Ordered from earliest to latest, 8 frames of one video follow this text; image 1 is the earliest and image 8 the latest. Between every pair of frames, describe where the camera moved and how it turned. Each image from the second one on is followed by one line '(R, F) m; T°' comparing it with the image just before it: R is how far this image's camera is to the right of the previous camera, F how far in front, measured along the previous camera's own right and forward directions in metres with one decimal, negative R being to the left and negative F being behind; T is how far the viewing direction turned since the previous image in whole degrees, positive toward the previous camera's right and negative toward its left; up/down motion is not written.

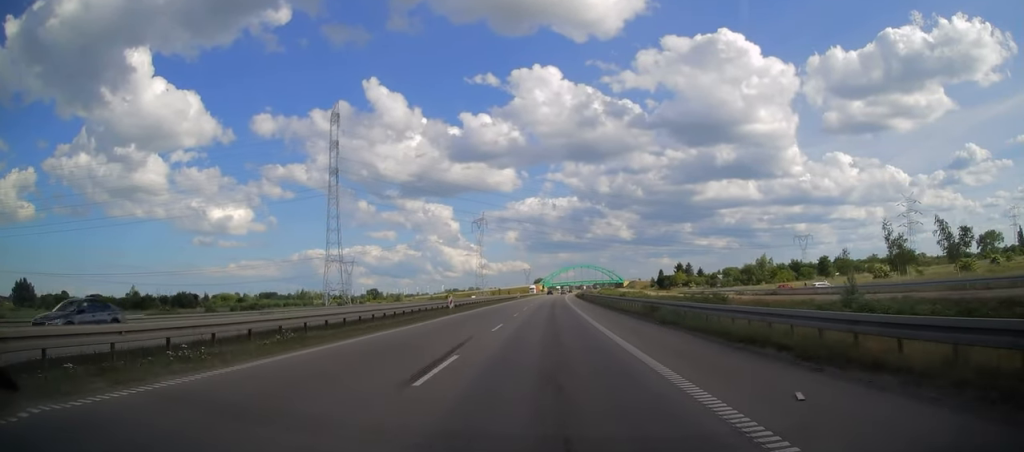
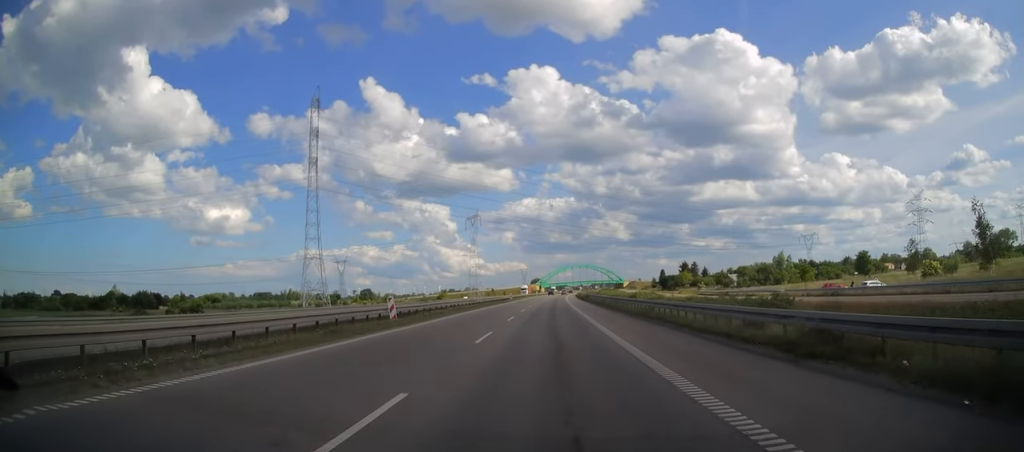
(0.0, +16.9) m; 0°
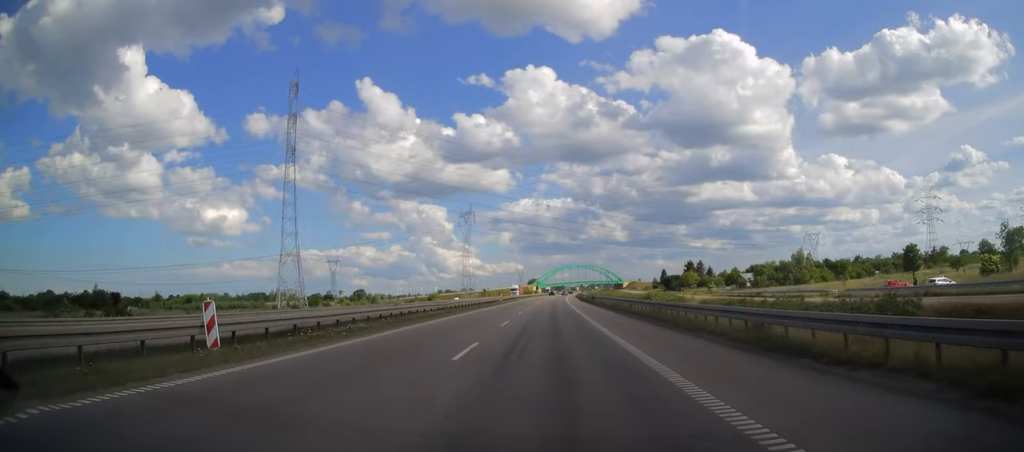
(+0.1, +16.0) m; 0°
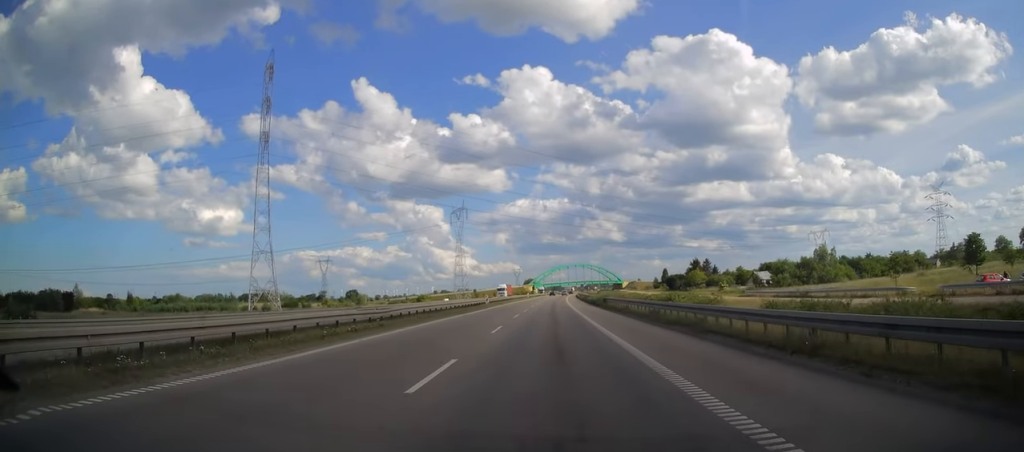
(0.0, +16.0) m; 0°
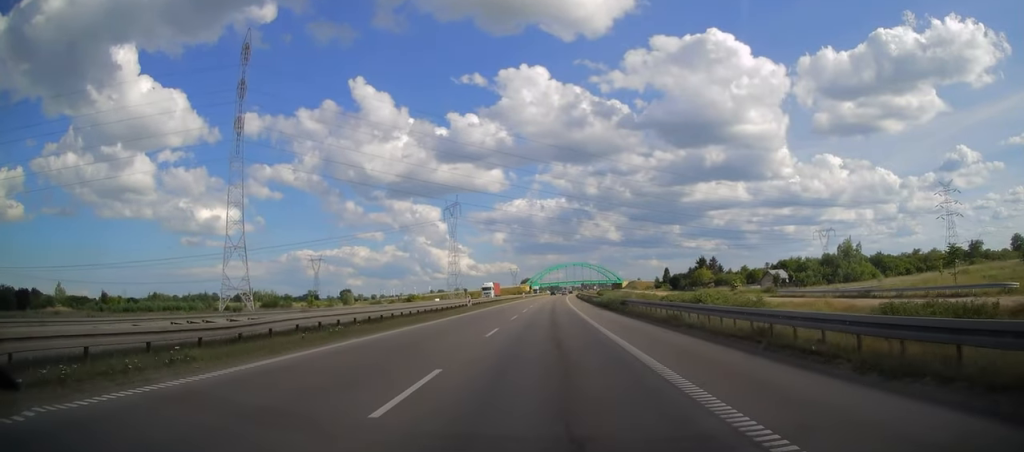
(0.0, +13.8) m; 0°
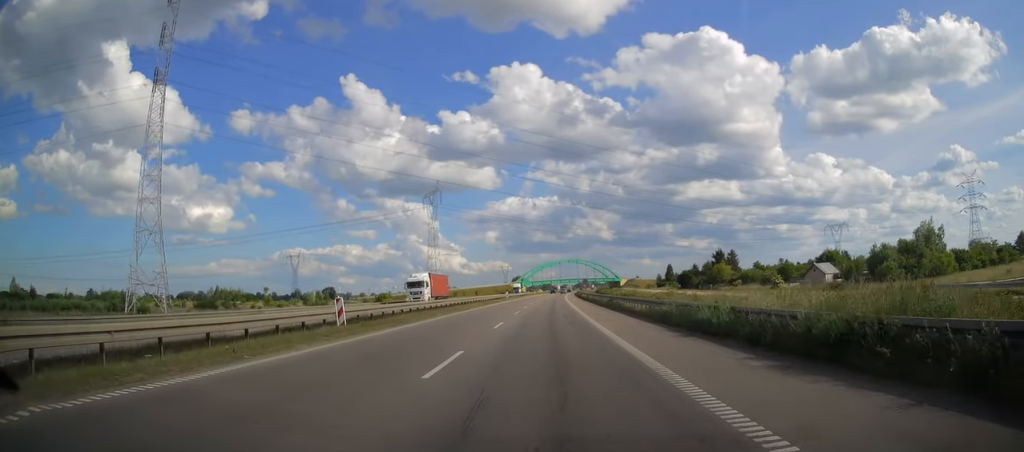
(+0.3, +33.5) m; +1°
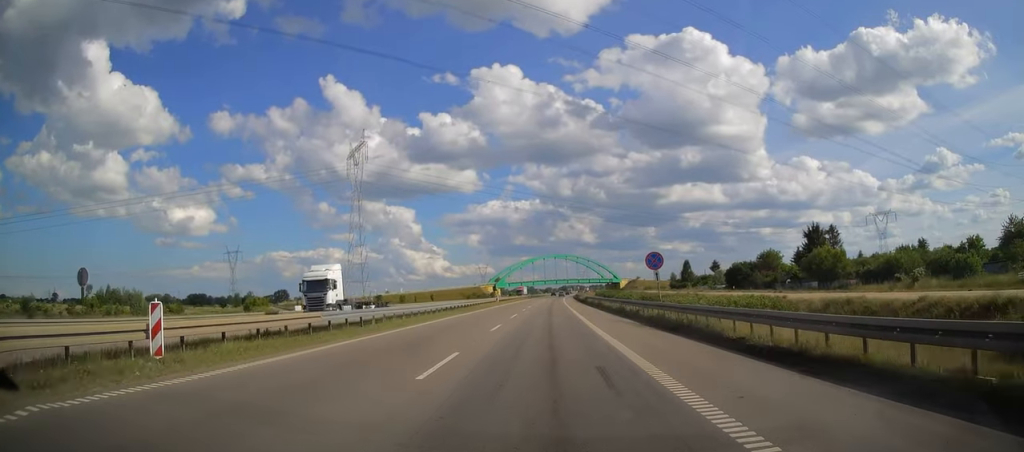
(+0.8, +84.4) m; +2°
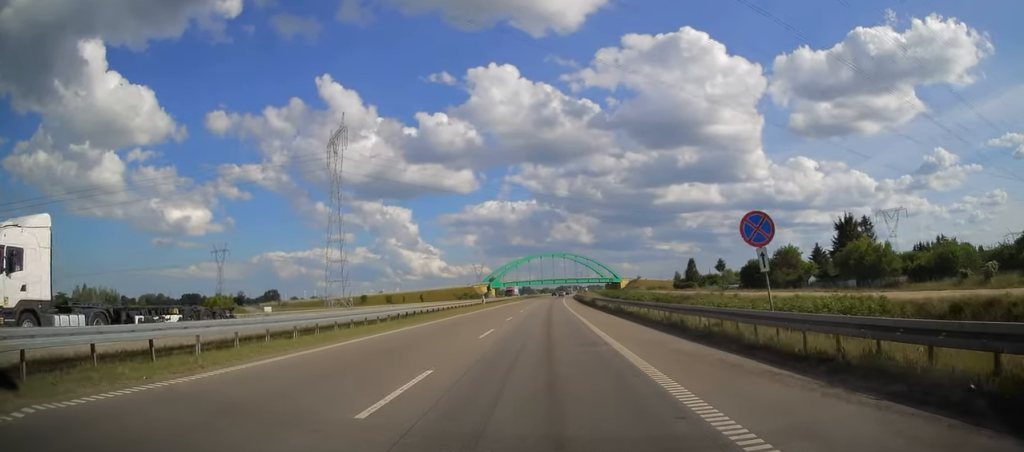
(+0.2, +15.1) m; 0°
